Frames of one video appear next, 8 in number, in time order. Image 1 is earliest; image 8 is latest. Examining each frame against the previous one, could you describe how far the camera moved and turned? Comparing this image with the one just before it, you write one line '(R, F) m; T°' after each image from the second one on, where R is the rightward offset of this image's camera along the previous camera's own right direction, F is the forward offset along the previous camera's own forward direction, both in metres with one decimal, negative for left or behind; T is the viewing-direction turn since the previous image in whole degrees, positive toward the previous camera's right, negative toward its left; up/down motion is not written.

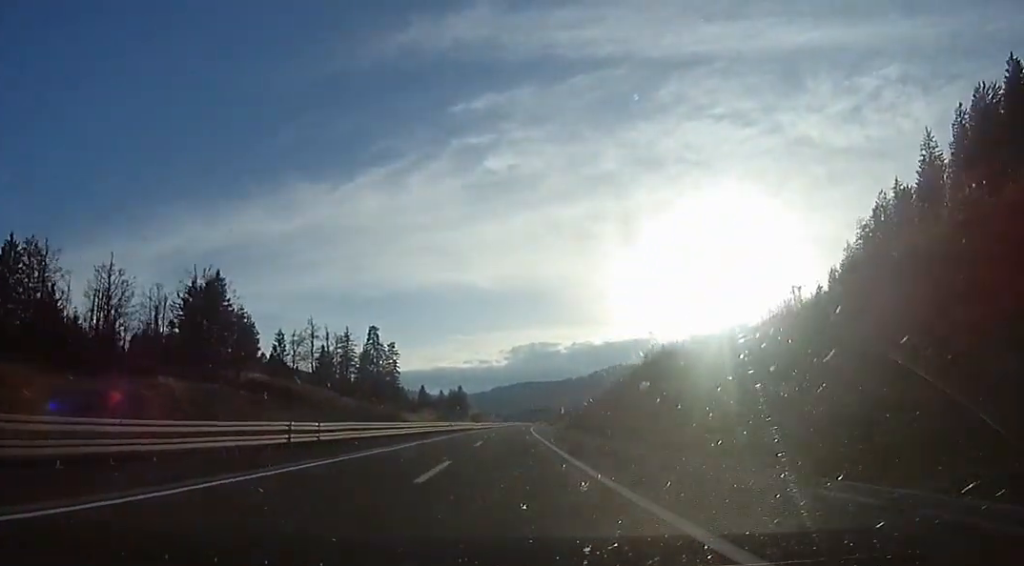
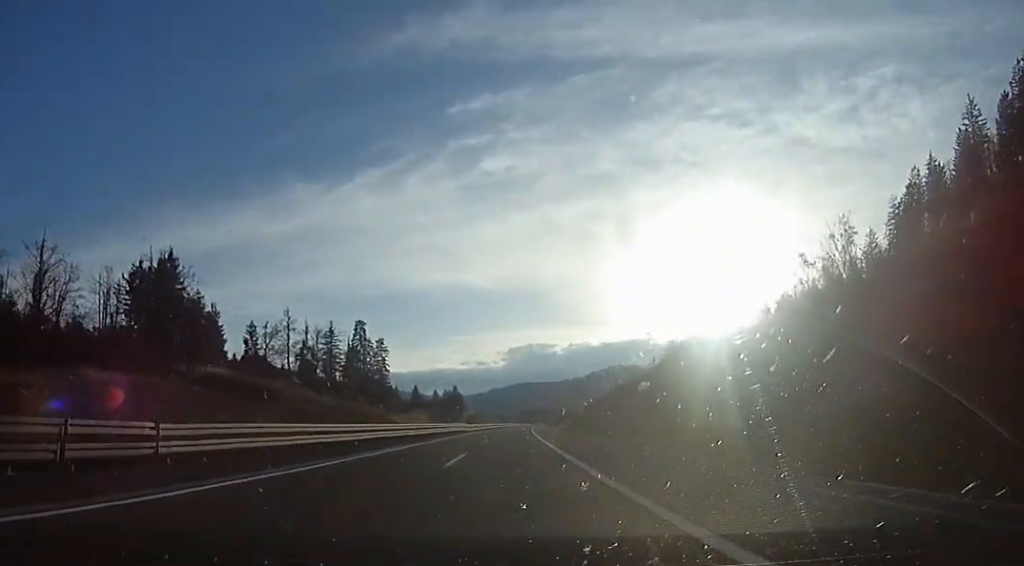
(+0.3, +13.8) m; +1°
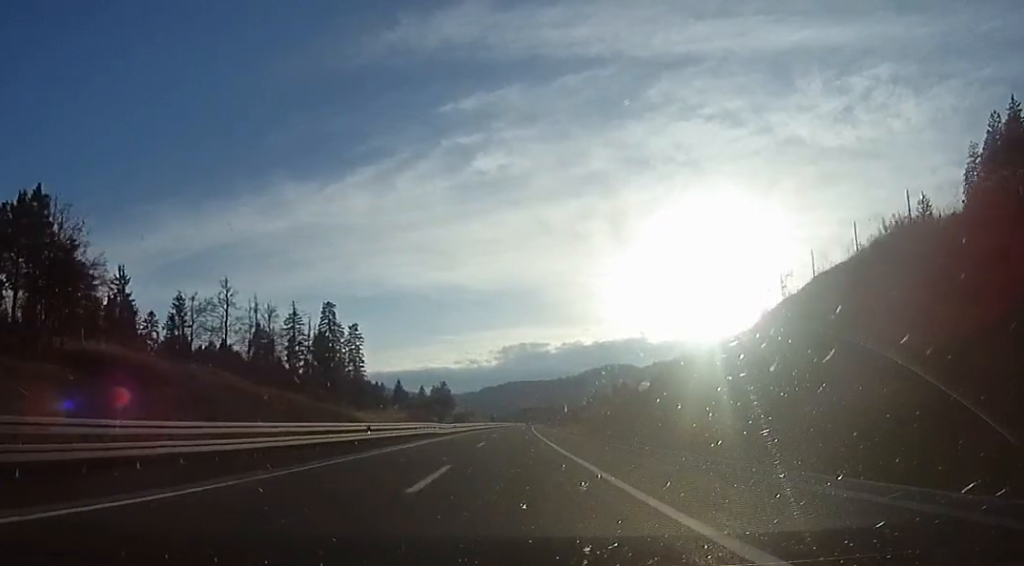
(+0.1, +26.2) m; 0°
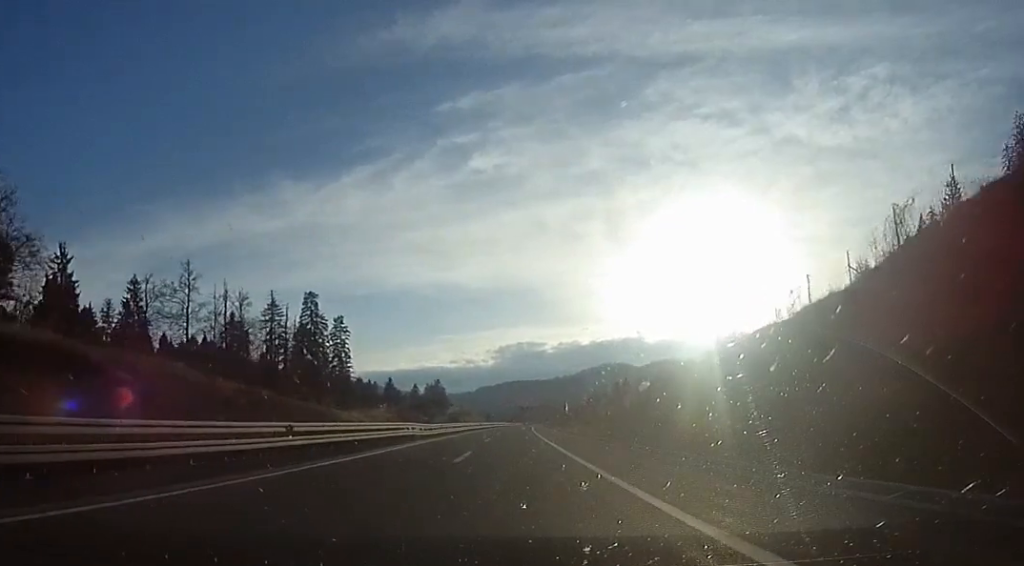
(0.0, +11.9) m; 0°
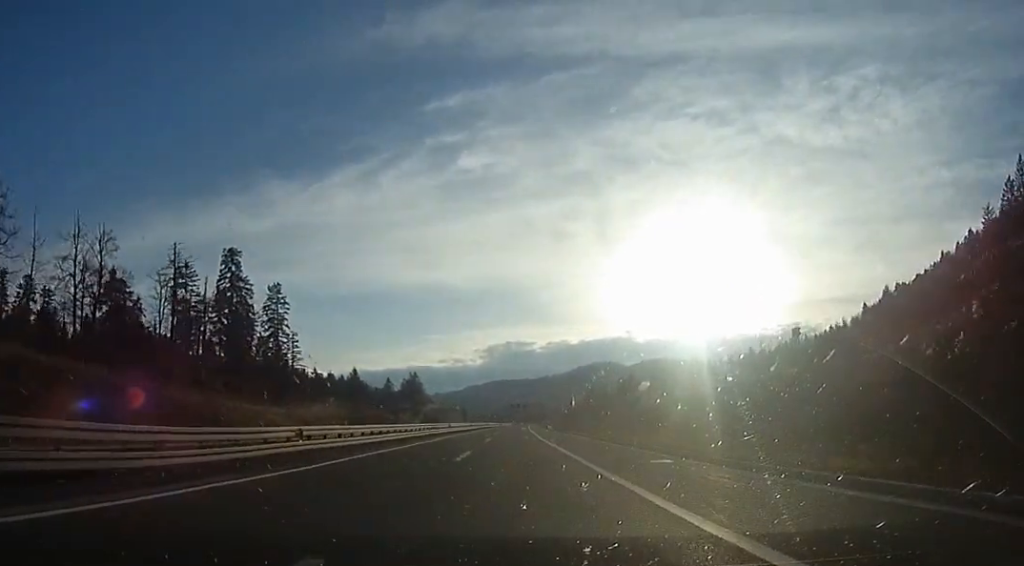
(0.0, +37.6) m; 0°
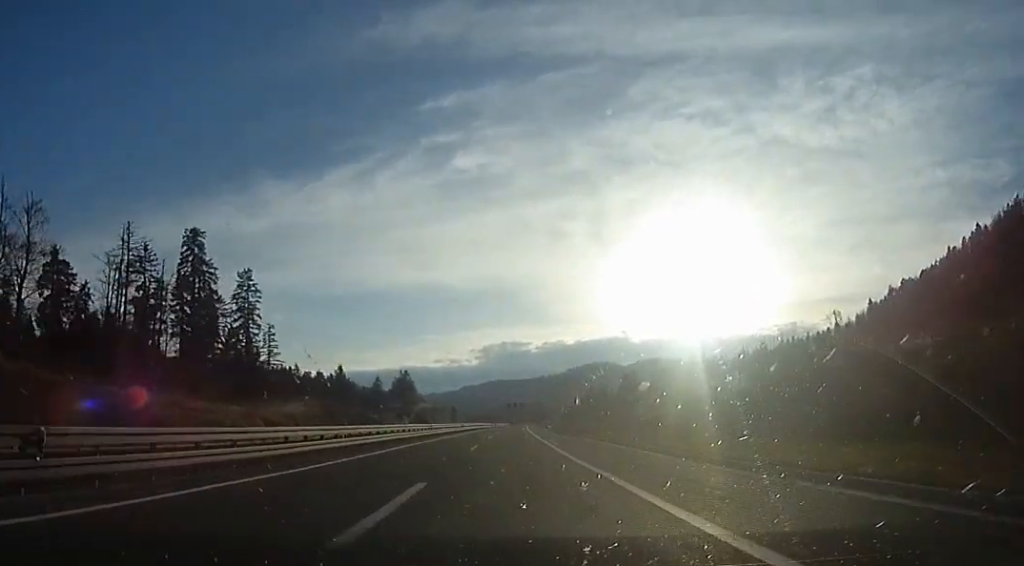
(0.0, +12.4) m; 0°
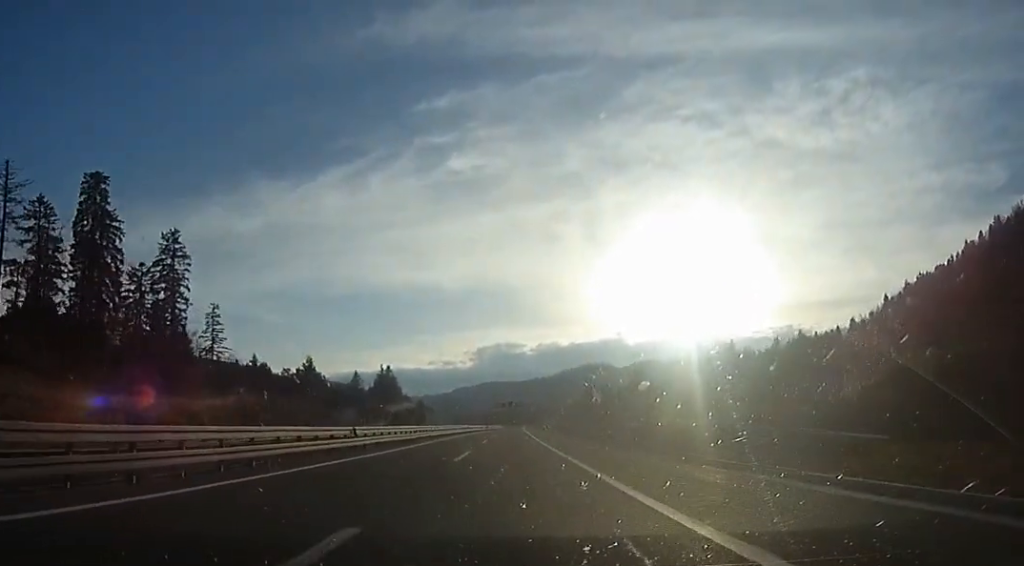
(0.0, +24.8) m; 0°
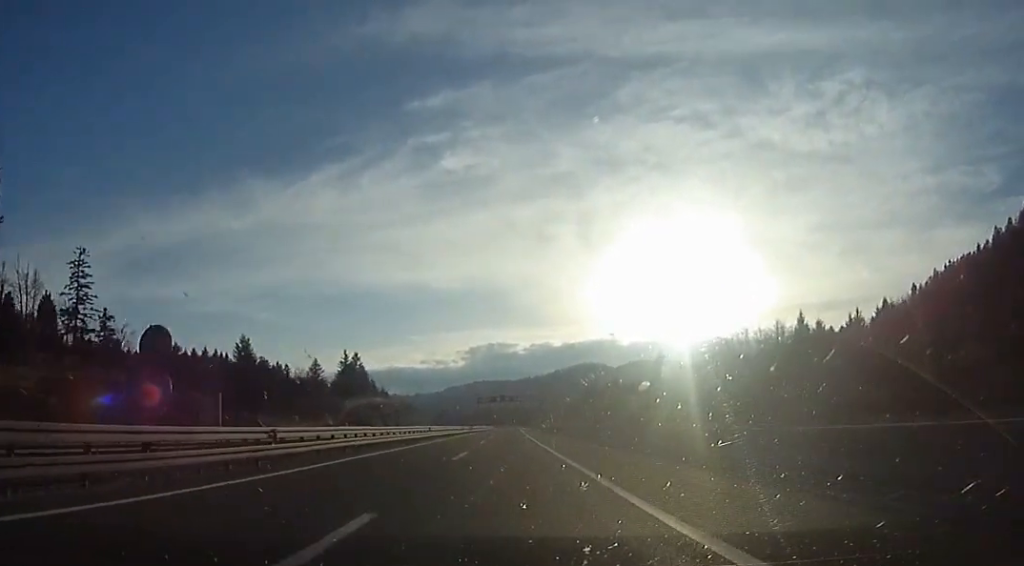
(0.0, +37.1) m; 0°
